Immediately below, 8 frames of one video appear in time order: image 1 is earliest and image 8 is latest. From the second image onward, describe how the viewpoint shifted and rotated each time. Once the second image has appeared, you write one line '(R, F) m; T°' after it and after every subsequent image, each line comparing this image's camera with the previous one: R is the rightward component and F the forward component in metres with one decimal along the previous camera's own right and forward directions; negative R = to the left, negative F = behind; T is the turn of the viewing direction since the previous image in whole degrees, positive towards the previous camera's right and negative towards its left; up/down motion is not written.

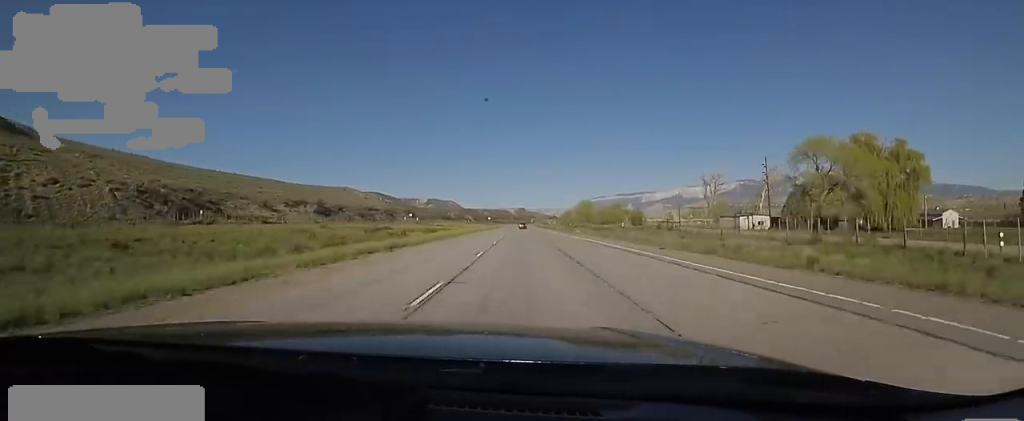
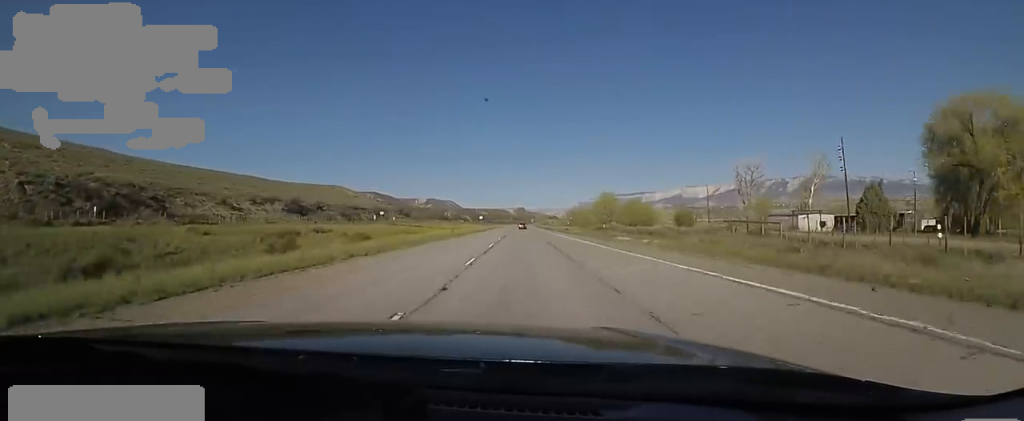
(-0.4, +27.7) m; 0°
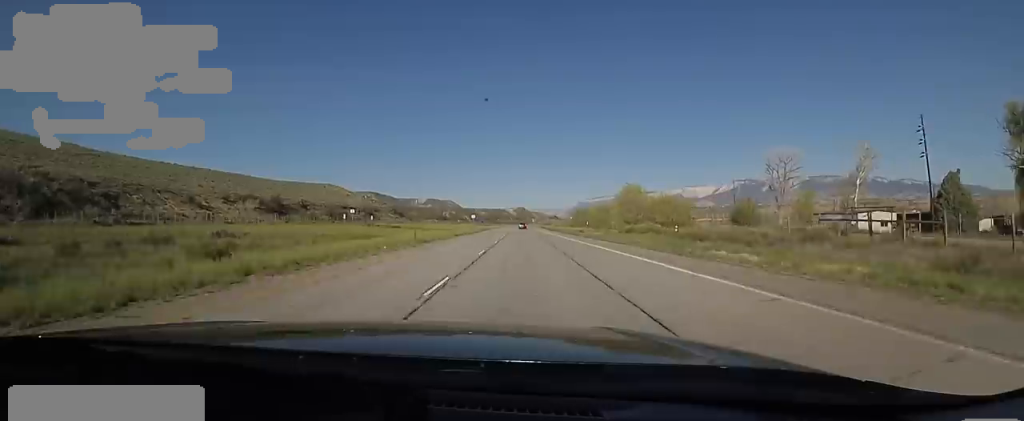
(-0.7, +18.9) m; 0°
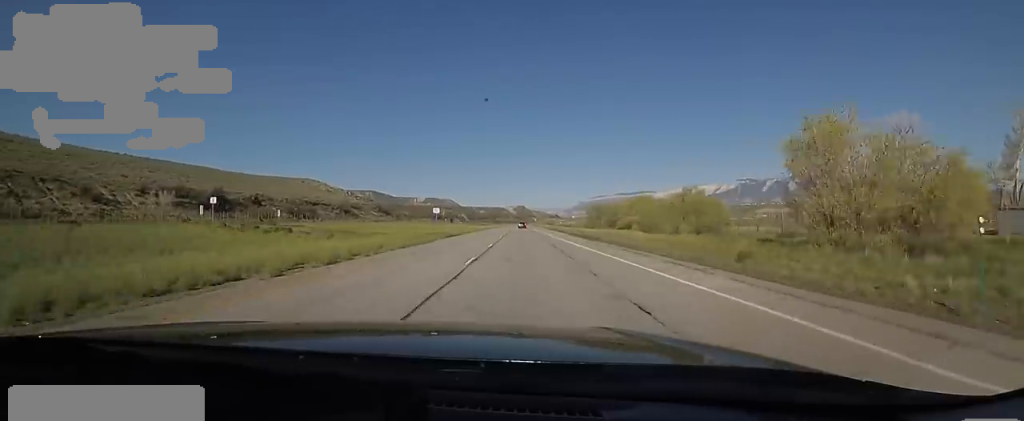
(+1.1, +42.4) m; -1°
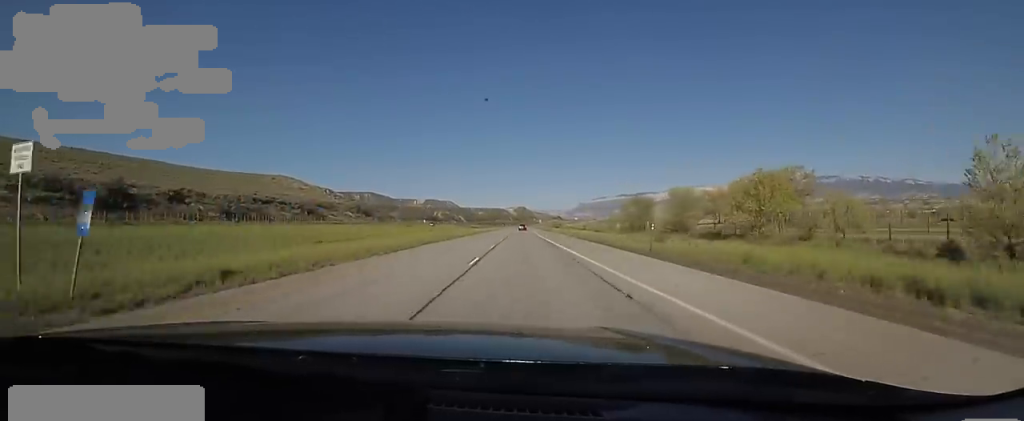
(-1.7, +48.1) m; 0°
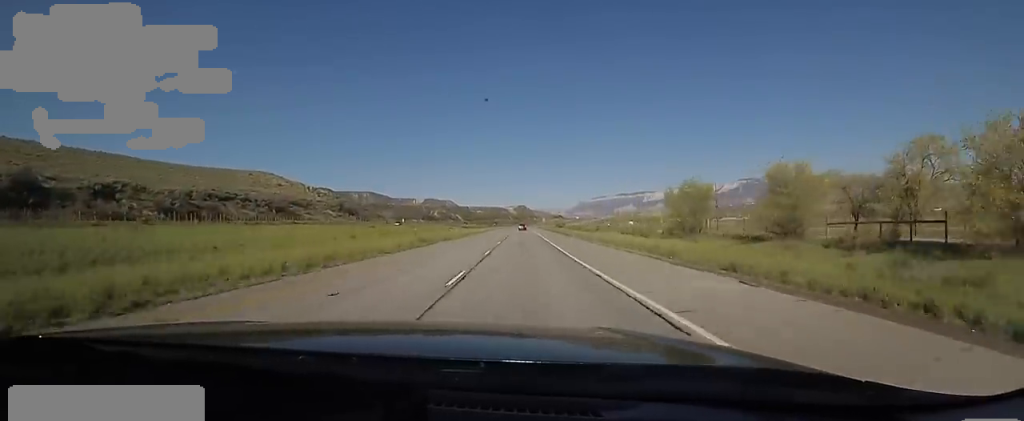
(+1.0, +29.0) m; +1°
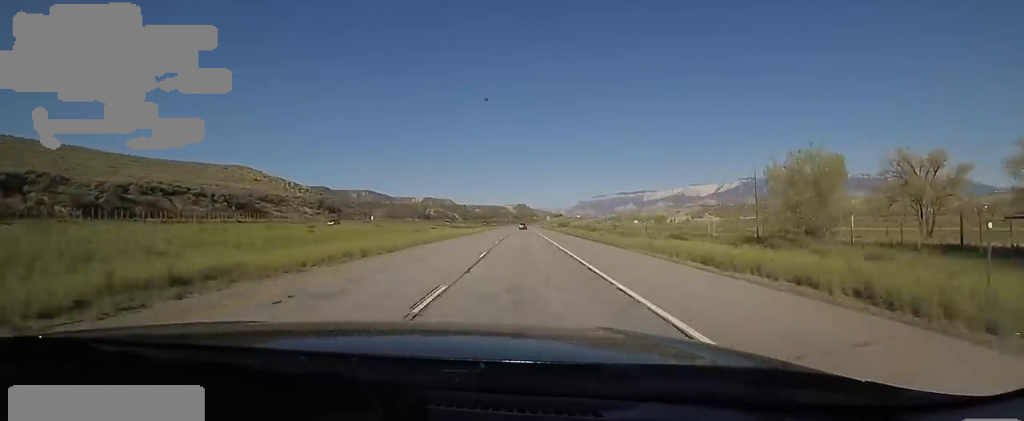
(-0.1, +28.0) m; 0°
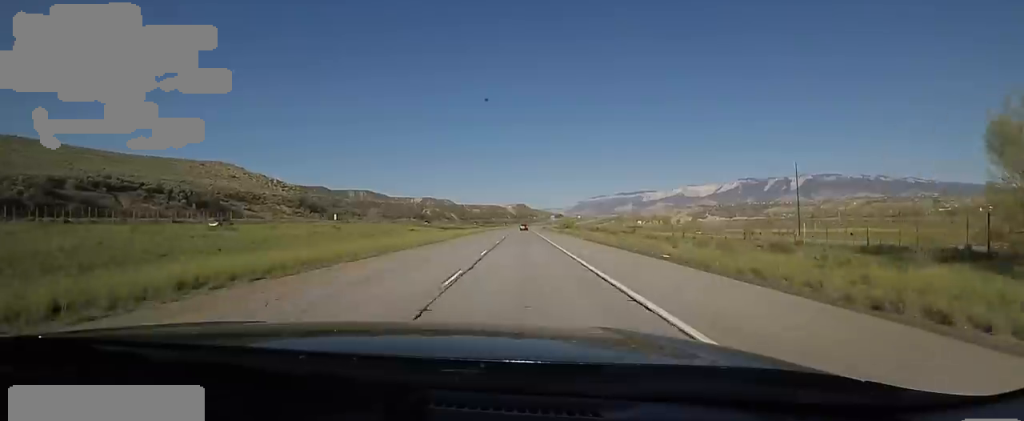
(-0.6, +21.2) m; 0°
